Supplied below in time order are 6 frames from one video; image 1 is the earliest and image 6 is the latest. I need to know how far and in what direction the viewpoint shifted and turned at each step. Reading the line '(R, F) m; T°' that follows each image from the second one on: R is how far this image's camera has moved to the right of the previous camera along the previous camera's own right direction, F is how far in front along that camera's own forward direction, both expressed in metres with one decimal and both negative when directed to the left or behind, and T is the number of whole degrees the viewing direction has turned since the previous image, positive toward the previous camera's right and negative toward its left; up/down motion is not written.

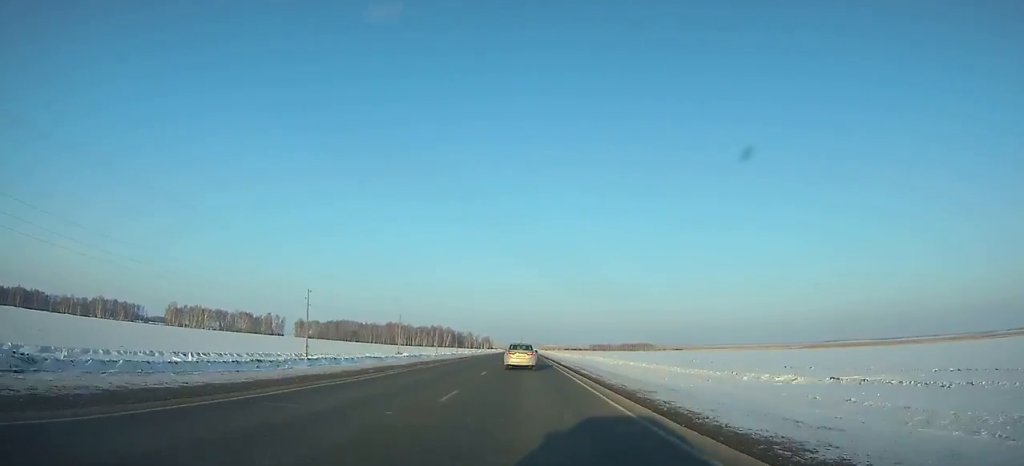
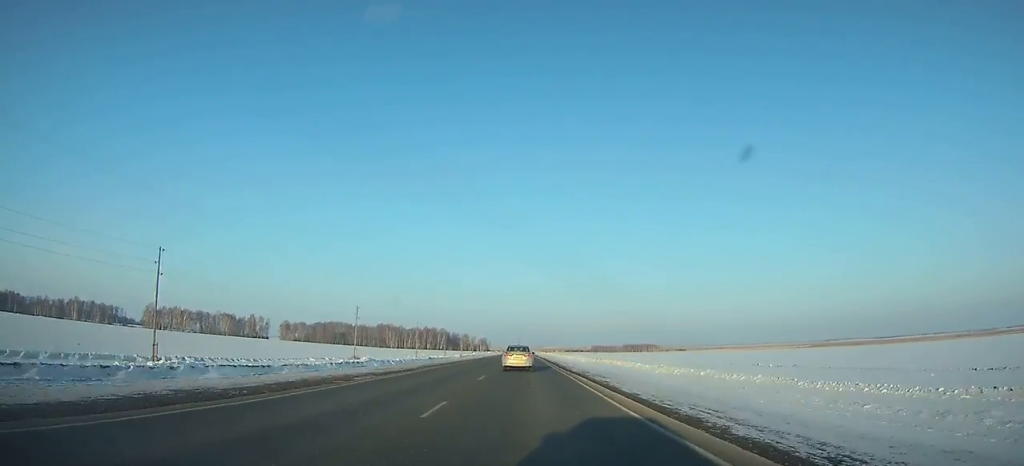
(-0.1, +32.7) m; 0°
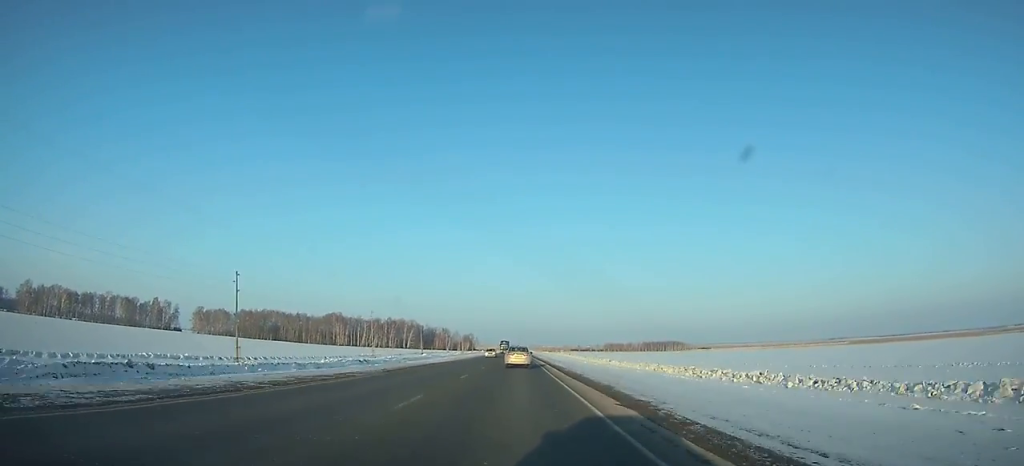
(+0.4, +150.1) m; 0°
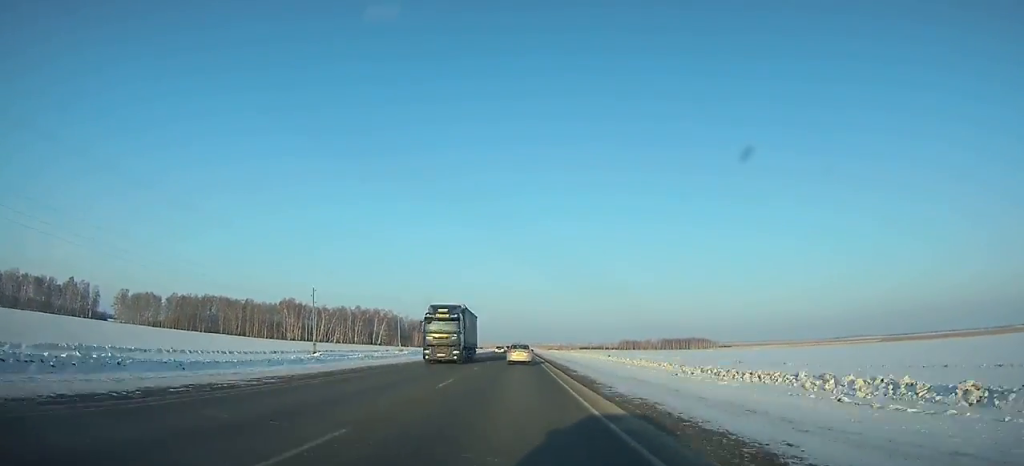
(+0.1, +88.6) m; 0°
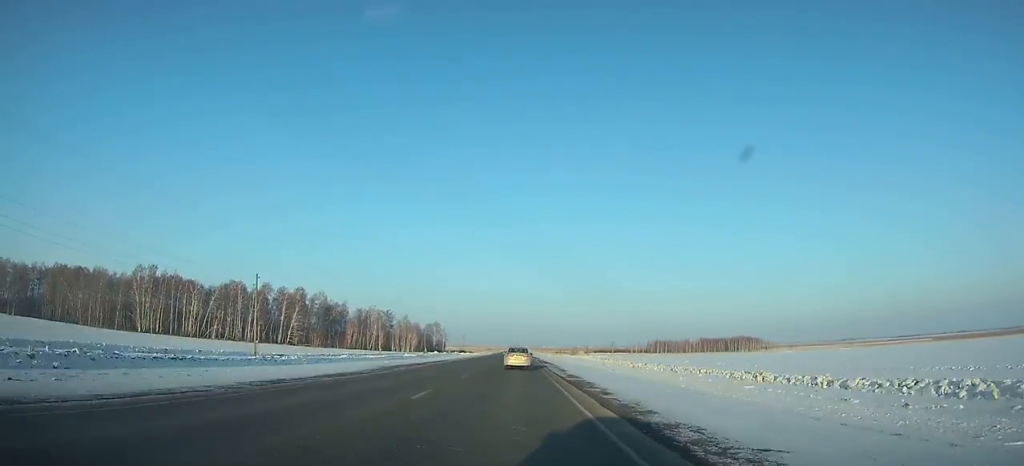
(-0.2, +127.3) m; 0°
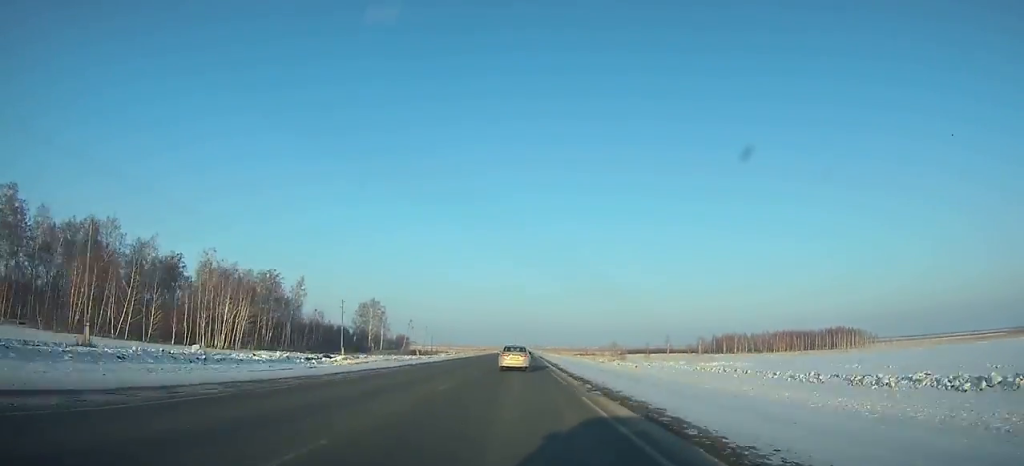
(-0.1, +133.3) m; 0°
